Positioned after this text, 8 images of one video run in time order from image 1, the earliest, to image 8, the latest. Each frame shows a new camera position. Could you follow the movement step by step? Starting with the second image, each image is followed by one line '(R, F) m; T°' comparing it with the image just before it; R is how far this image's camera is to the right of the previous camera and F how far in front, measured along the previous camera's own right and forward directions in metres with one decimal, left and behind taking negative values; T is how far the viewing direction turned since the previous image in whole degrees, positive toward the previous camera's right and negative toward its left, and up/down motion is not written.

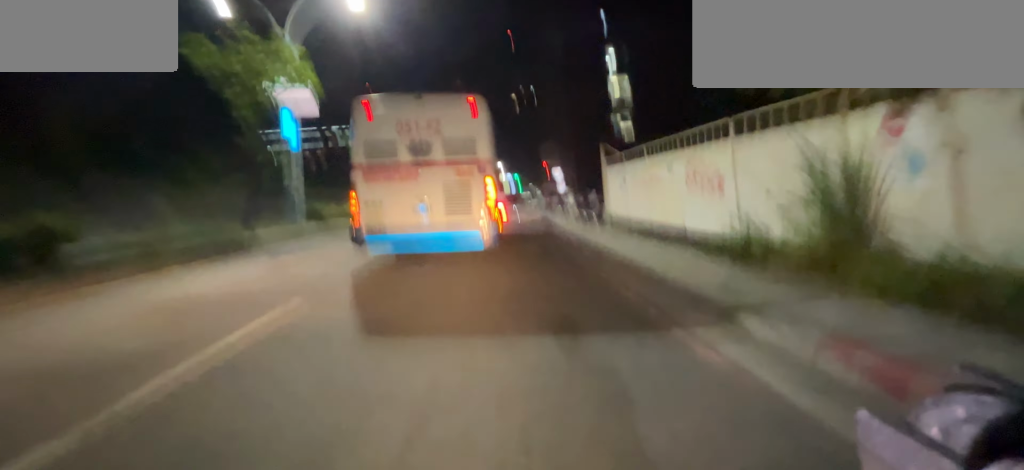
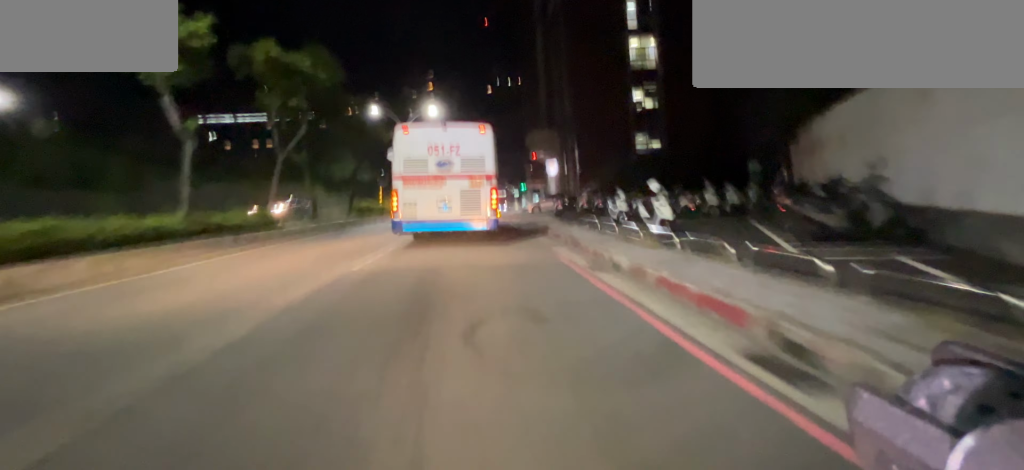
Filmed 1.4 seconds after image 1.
(+0.2, +14.3) m; +1°
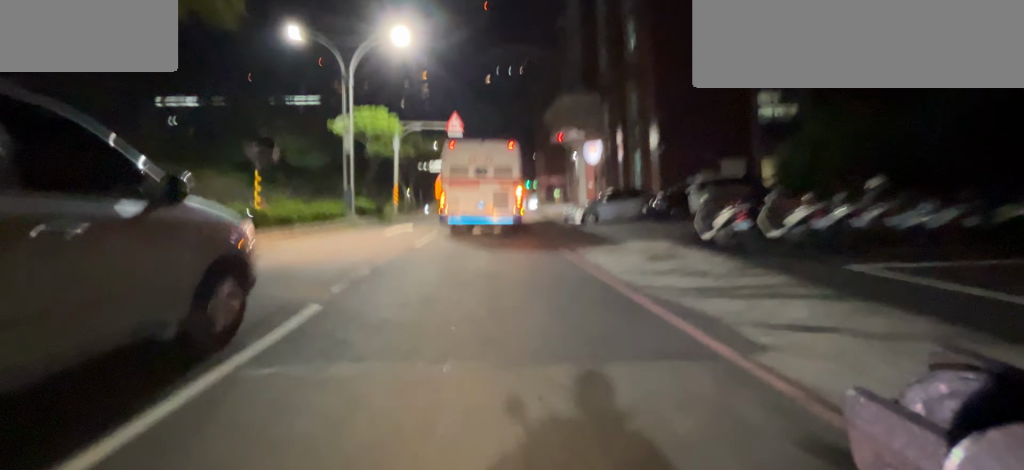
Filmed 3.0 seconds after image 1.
(+0.4, +16.6) m; +4°
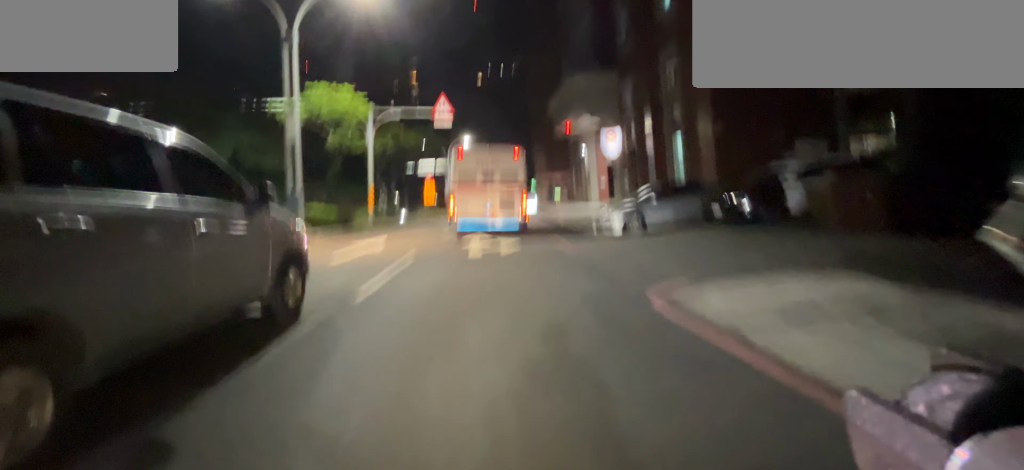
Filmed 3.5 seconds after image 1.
(0.0, +5.5) m; +2°
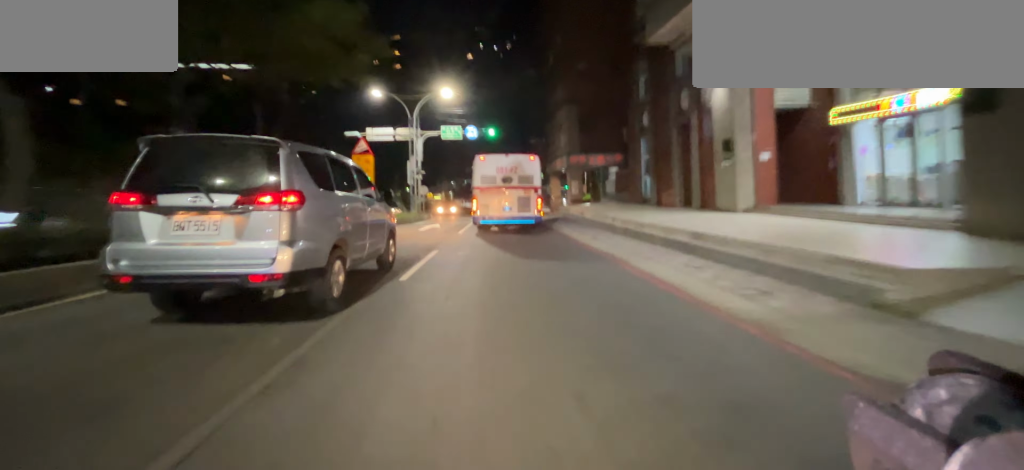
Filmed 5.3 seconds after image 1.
(+0.5, +20.1) m; +1°
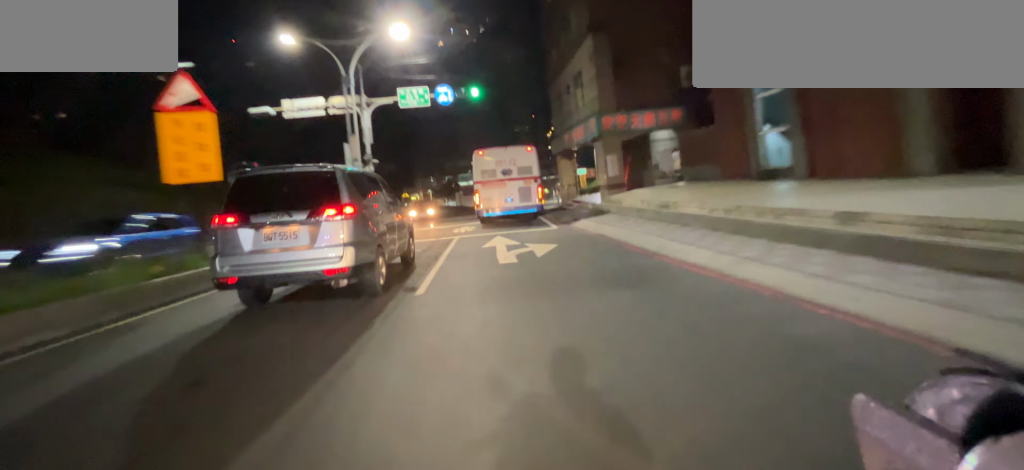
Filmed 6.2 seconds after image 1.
(-0.1, +10.5) m; -1°
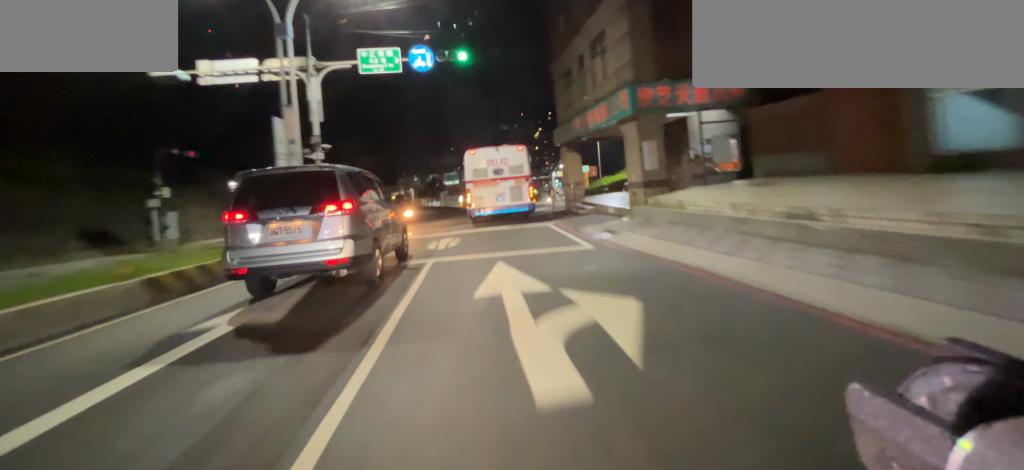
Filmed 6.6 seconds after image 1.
(0.0, +5.1) m; 0°
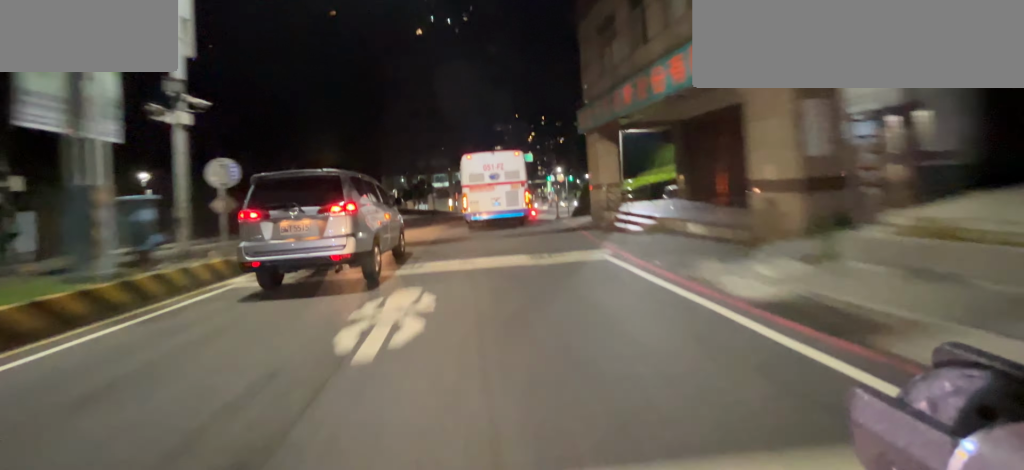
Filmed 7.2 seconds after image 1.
(0.0, +6.7) m; 0°
